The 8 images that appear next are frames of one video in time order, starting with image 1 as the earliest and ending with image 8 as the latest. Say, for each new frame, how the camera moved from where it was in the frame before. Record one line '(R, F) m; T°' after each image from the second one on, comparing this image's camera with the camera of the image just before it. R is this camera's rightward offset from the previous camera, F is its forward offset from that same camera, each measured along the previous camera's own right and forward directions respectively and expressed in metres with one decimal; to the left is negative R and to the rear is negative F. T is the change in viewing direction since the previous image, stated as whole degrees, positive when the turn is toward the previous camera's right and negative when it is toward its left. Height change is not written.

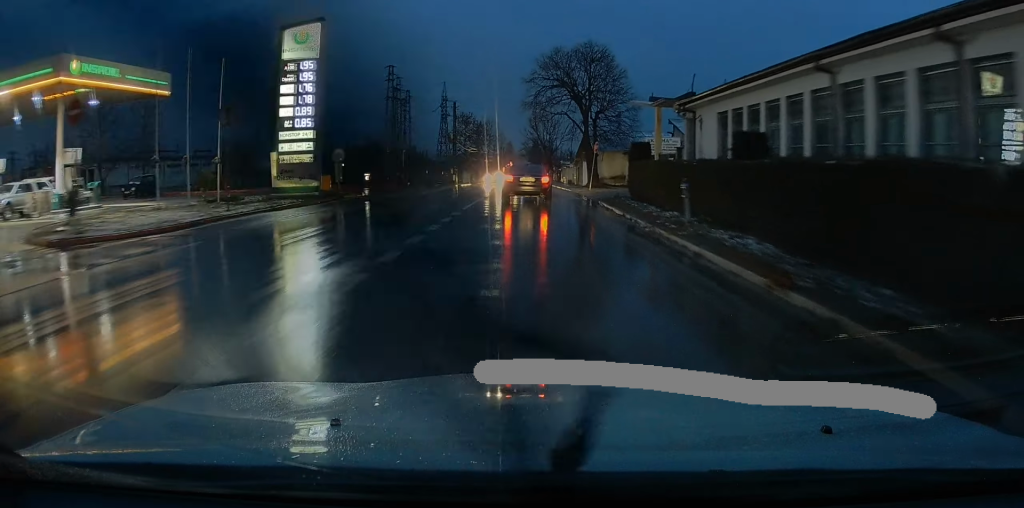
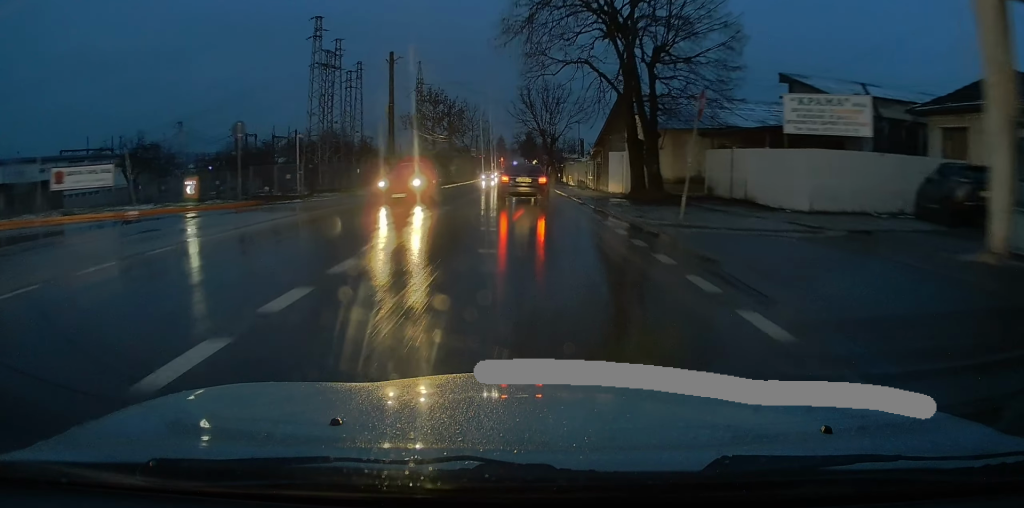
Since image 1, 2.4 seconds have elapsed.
(0.0, +27.2) m; 0°
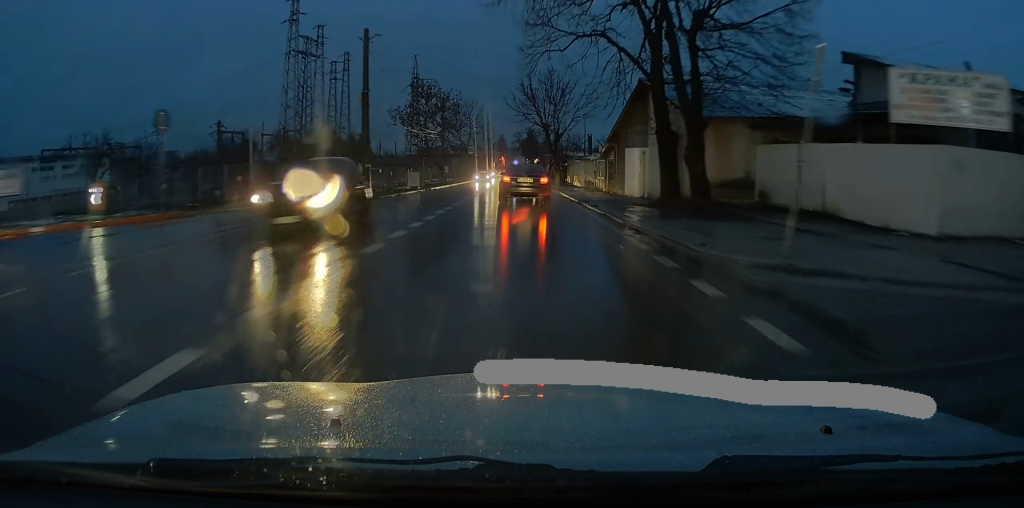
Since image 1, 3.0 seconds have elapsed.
(0.0, +6.4) m; 0°
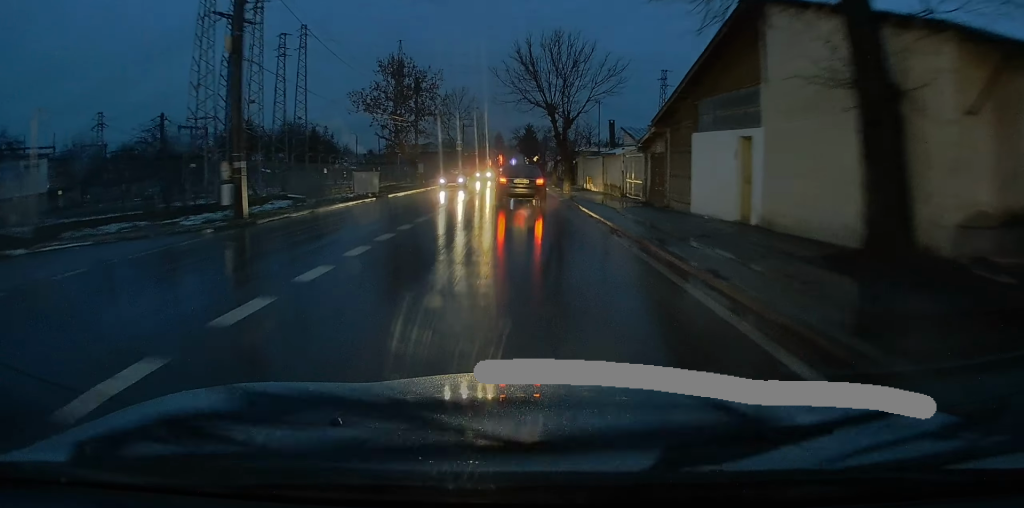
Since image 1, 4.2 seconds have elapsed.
(-0.1, +14.3) m; -1°
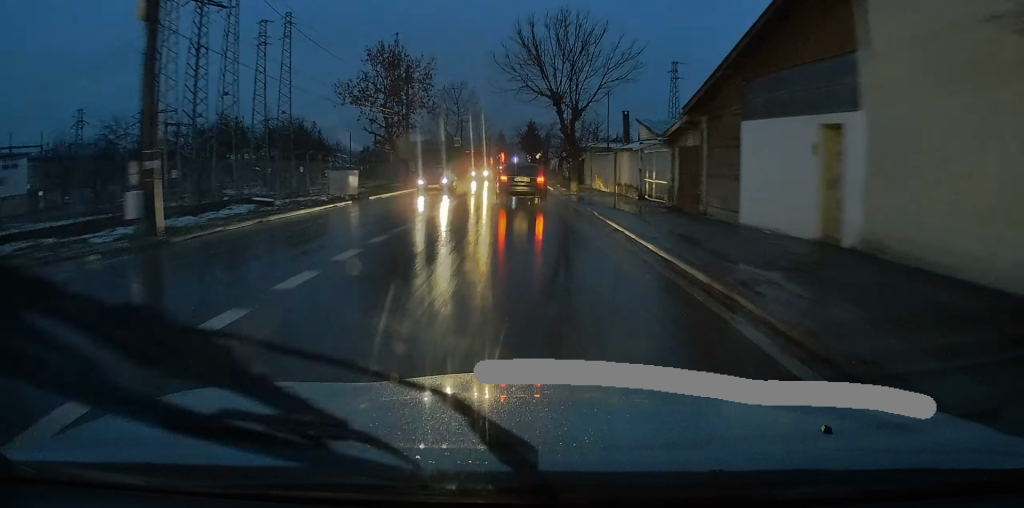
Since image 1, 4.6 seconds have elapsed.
(-0.1, +4.5) m; 0°
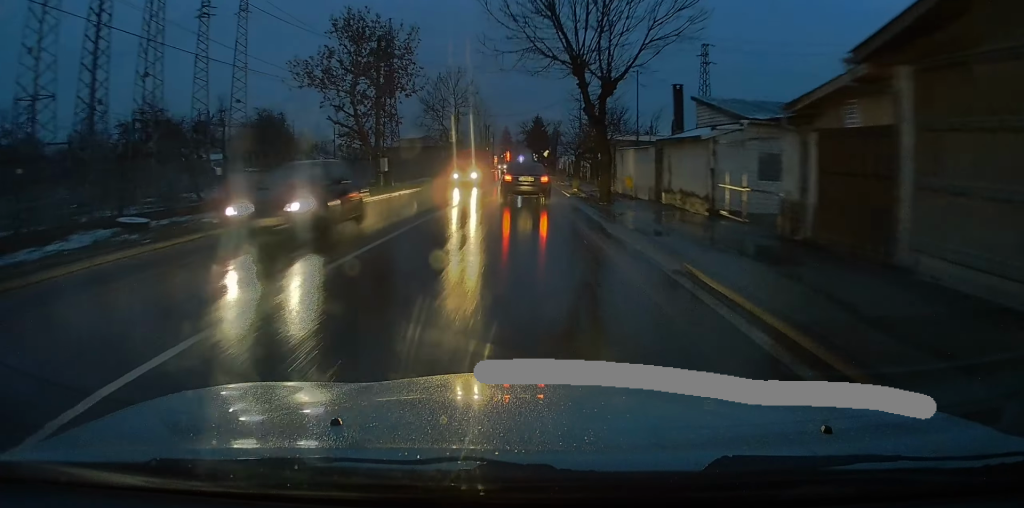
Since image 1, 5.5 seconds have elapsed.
(-0.1, +10.3) m; 0°
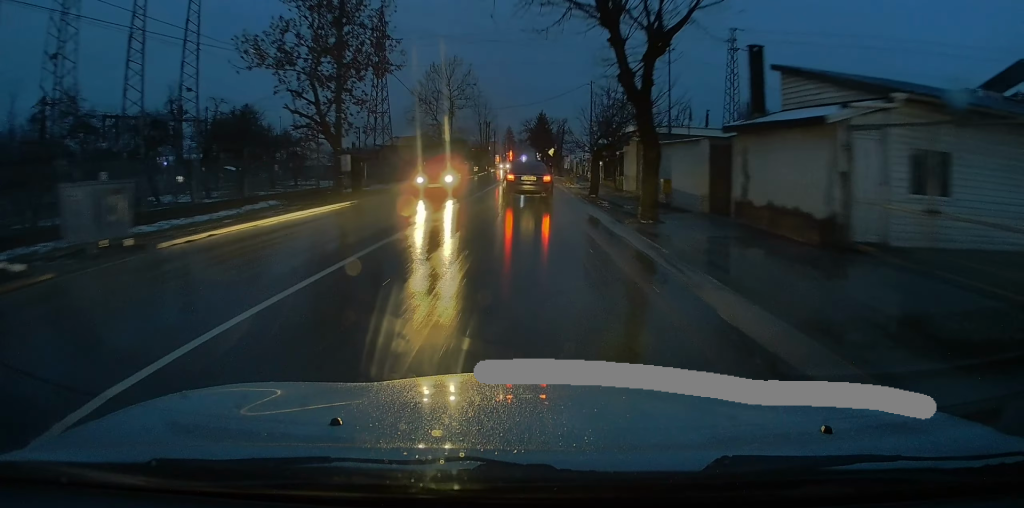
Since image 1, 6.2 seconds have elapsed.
(0.0, +7.7) m; 0°
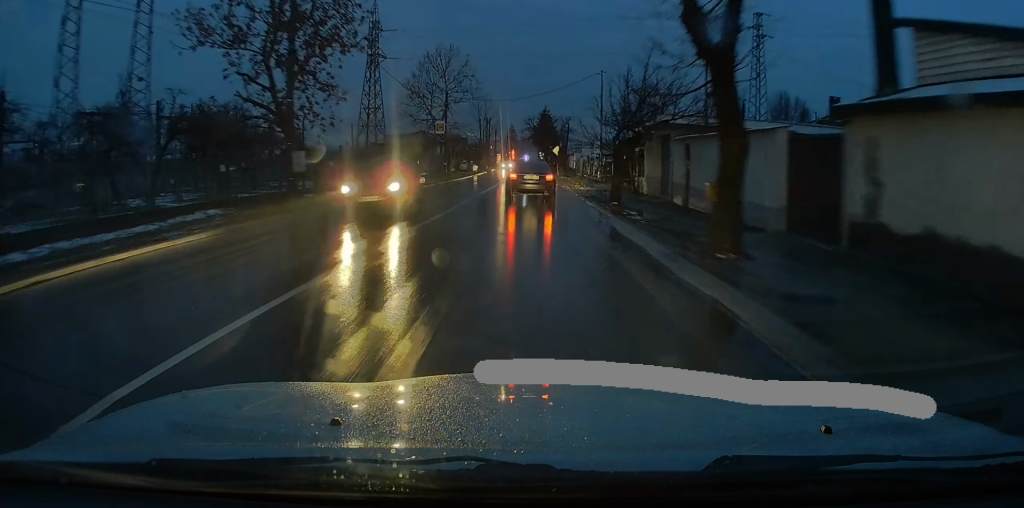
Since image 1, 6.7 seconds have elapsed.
(0.0, +5.7) m; 0°
